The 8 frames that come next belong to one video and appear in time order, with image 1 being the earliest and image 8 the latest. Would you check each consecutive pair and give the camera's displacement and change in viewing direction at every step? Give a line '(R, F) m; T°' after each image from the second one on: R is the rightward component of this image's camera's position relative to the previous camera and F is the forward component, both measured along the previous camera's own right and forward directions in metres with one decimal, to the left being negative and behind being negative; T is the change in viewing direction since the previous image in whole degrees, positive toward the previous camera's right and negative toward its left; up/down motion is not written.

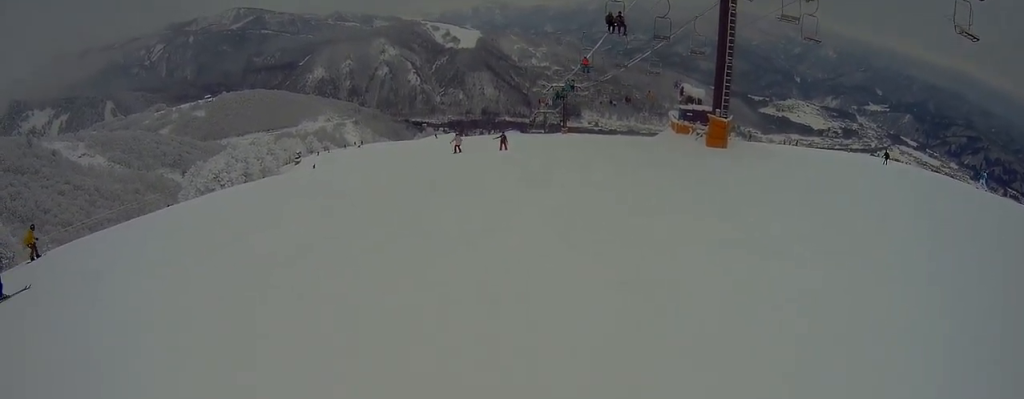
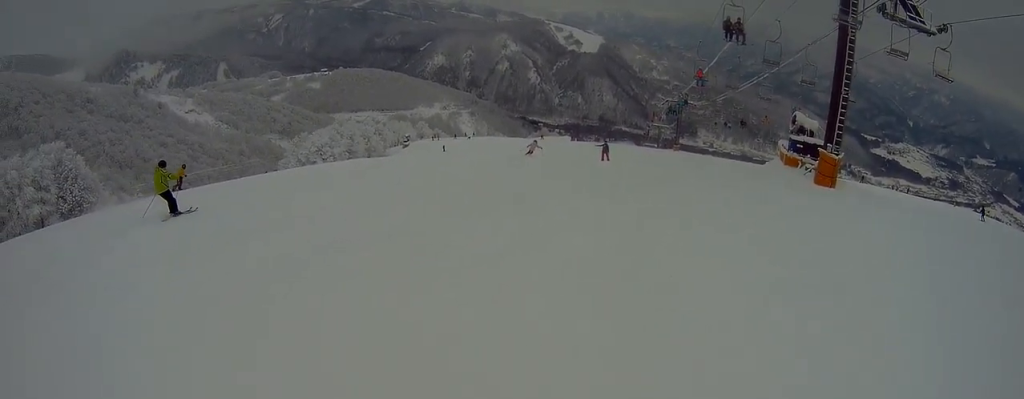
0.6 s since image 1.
(-0.1, +2.6) m; -14°
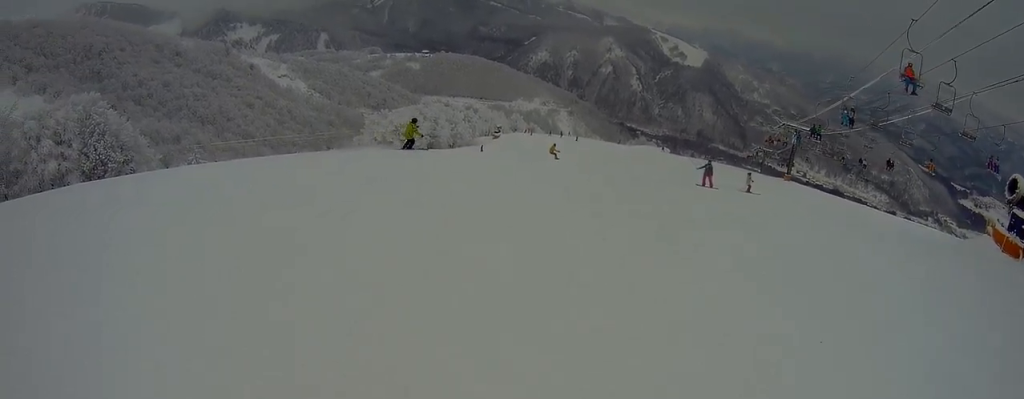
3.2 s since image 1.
(-6.6, +8.1) m; -44°
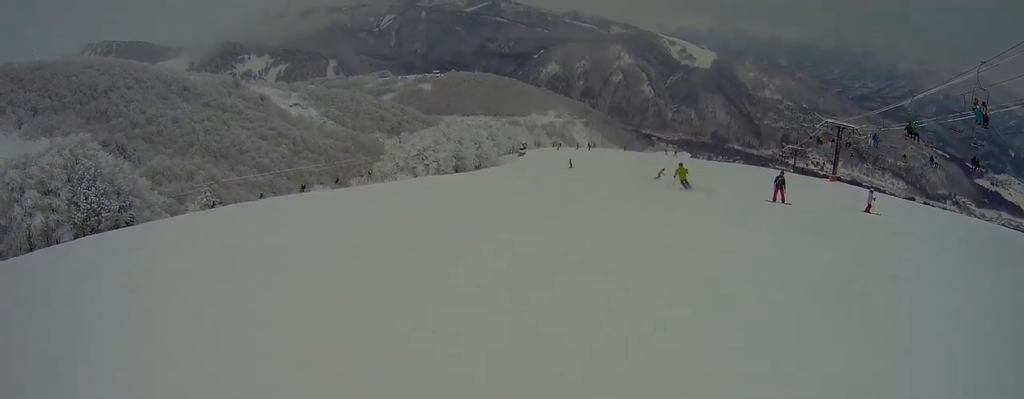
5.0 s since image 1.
(+3.7, +6.1) m; +47°
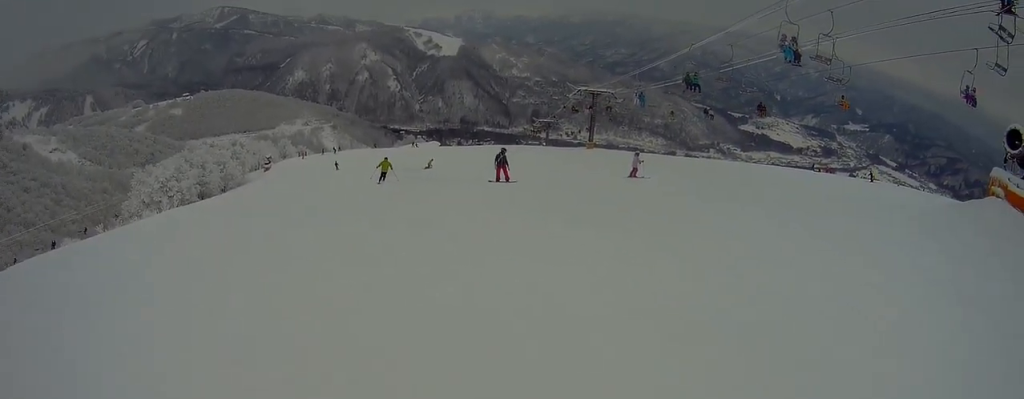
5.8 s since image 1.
(+0.3, +3.8) m; +6°
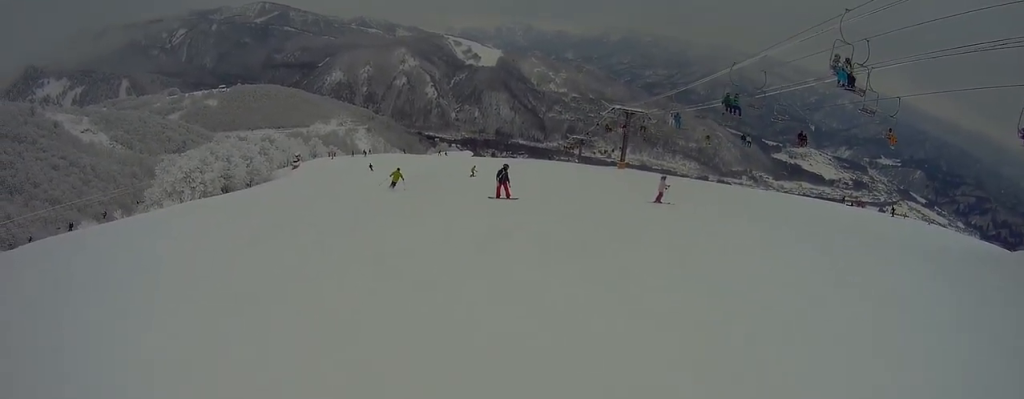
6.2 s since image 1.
(+0.2, +1.8) m; 0°
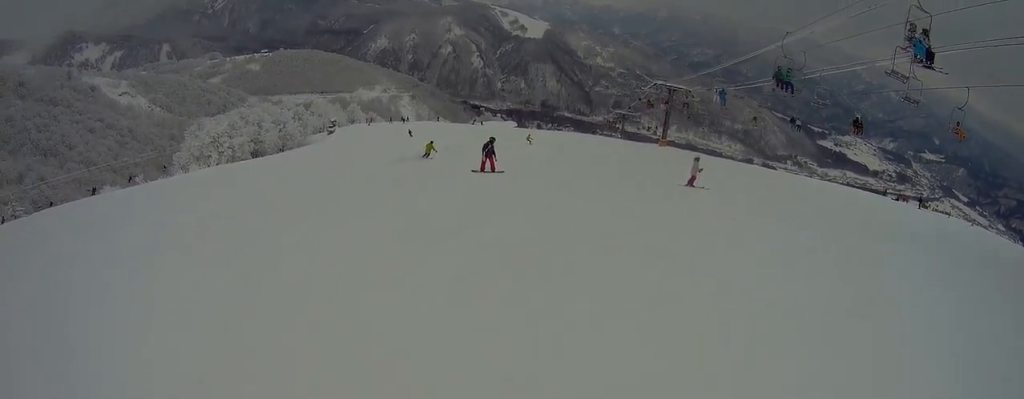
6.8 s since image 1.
(-0.1, +2.5) m; -9°
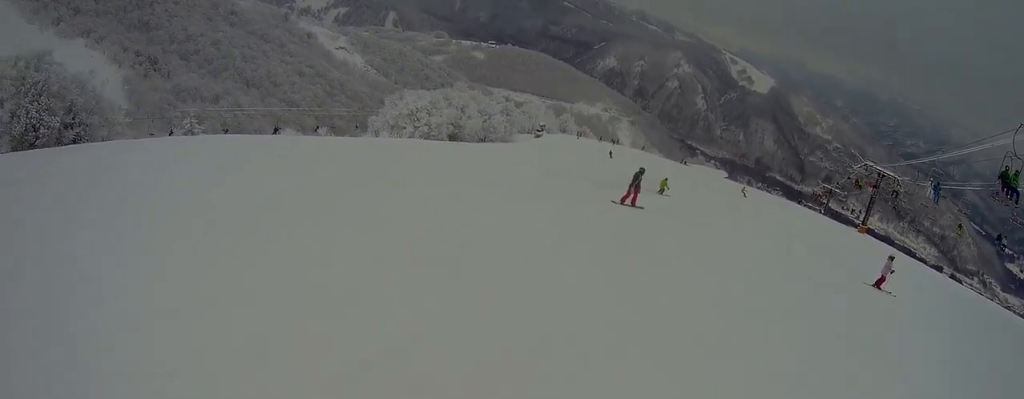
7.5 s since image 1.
(0.0, +2.8) m; -19°
